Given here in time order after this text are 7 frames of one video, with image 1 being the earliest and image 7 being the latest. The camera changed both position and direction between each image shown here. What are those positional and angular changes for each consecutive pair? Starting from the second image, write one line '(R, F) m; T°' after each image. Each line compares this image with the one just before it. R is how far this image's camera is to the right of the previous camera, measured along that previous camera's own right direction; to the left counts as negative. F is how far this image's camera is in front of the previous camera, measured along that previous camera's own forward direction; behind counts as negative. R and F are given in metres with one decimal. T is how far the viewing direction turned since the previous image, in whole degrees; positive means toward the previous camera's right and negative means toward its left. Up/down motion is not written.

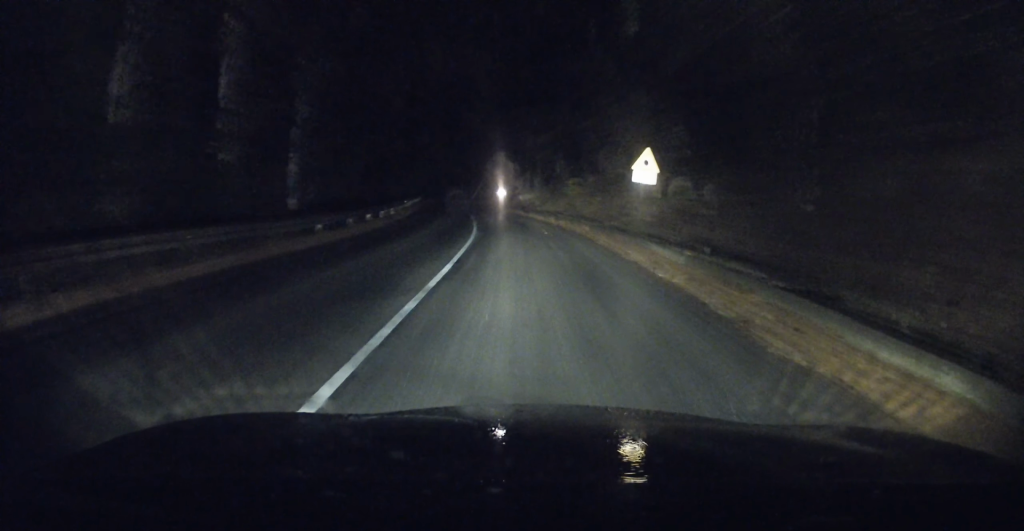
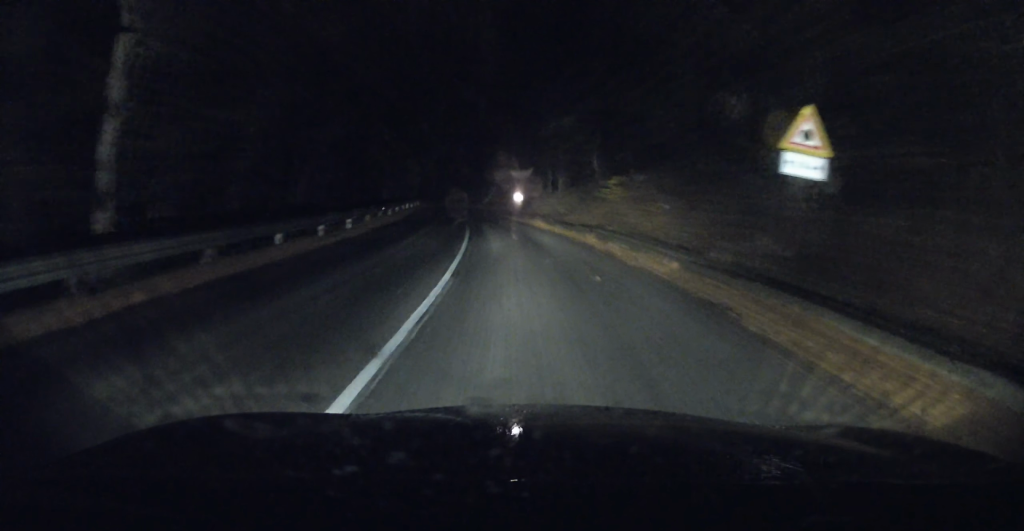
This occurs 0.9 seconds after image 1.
(-0.1, +10.6) m; -3°
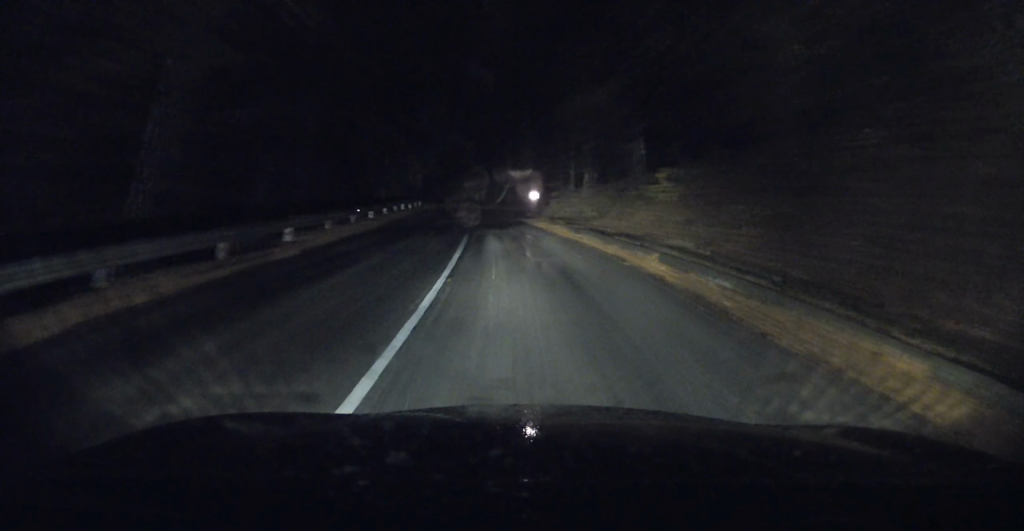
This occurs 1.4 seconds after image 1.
(-0.1, +6.9) m; -3°
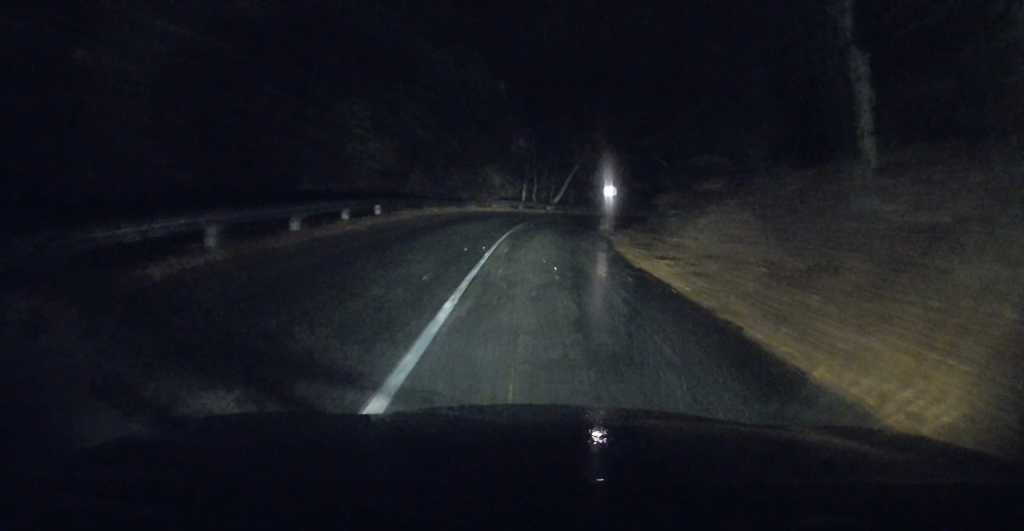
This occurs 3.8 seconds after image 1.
(-1.2, +27.3) m; -3°
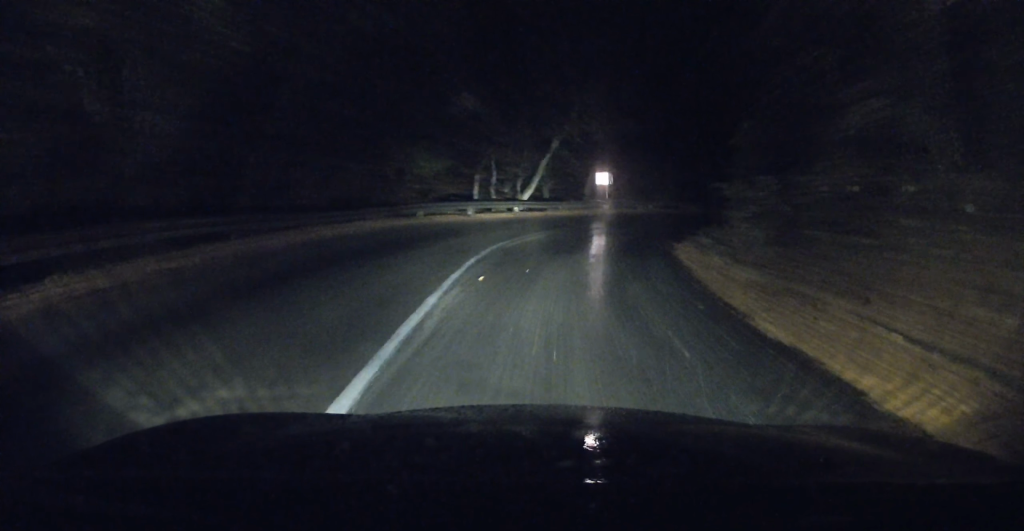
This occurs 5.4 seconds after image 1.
(+0.4, +17.3) m; +8°
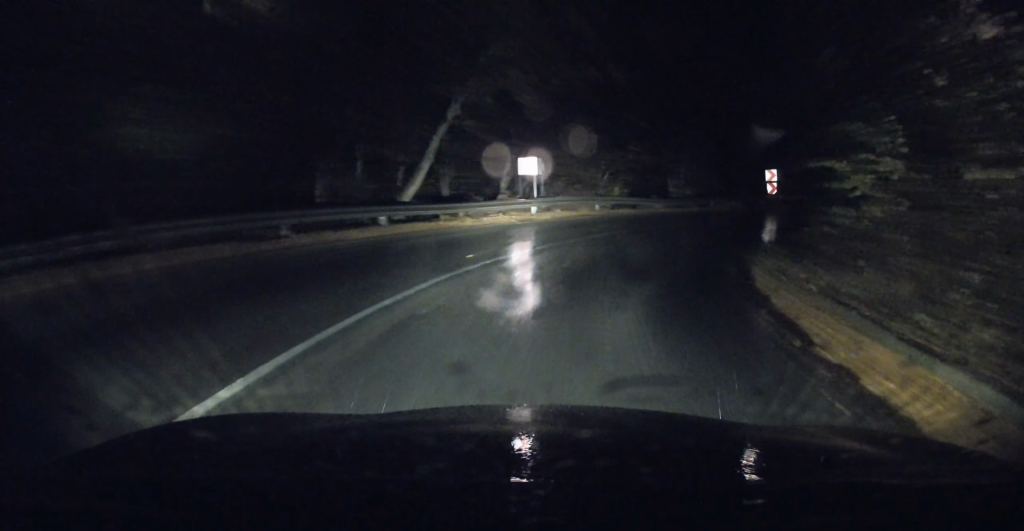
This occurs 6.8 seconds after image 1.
(+1.4, +13.6) m; +10°
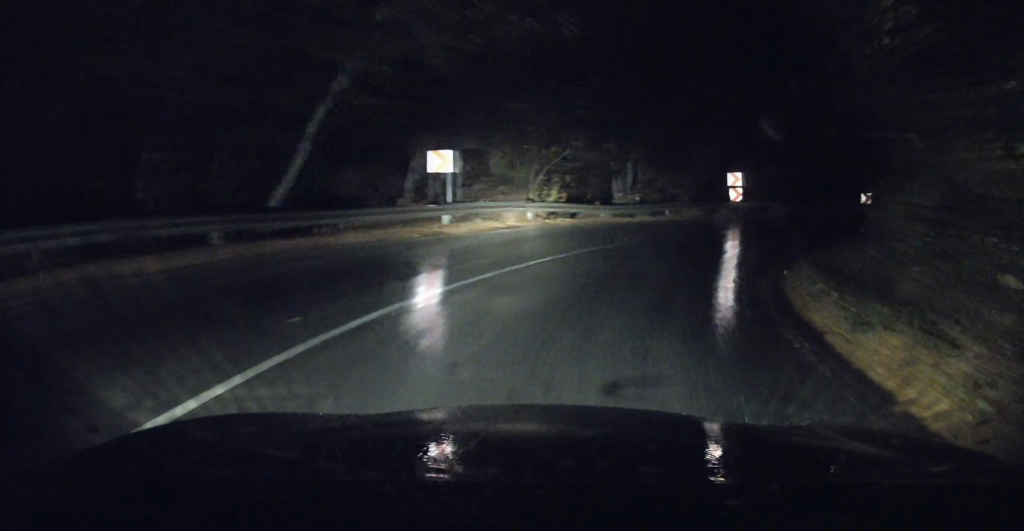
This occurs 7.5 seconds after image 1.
(+0.1, +6.5) m; +4°
